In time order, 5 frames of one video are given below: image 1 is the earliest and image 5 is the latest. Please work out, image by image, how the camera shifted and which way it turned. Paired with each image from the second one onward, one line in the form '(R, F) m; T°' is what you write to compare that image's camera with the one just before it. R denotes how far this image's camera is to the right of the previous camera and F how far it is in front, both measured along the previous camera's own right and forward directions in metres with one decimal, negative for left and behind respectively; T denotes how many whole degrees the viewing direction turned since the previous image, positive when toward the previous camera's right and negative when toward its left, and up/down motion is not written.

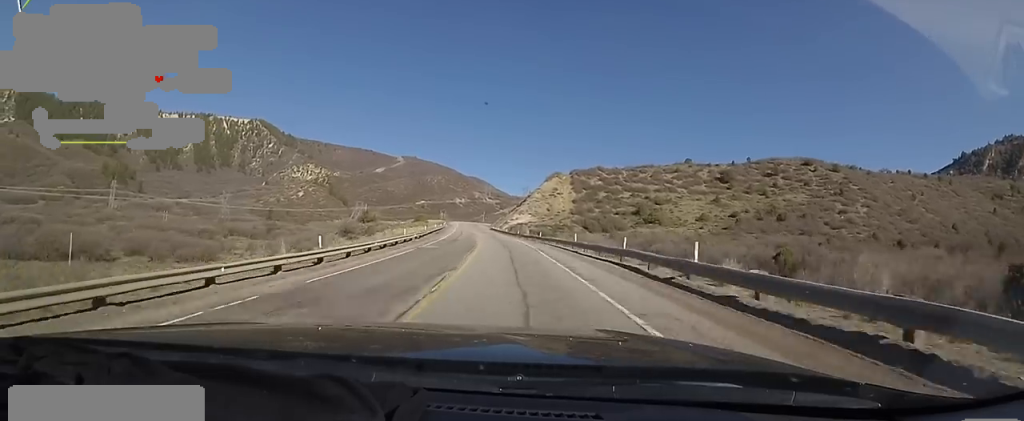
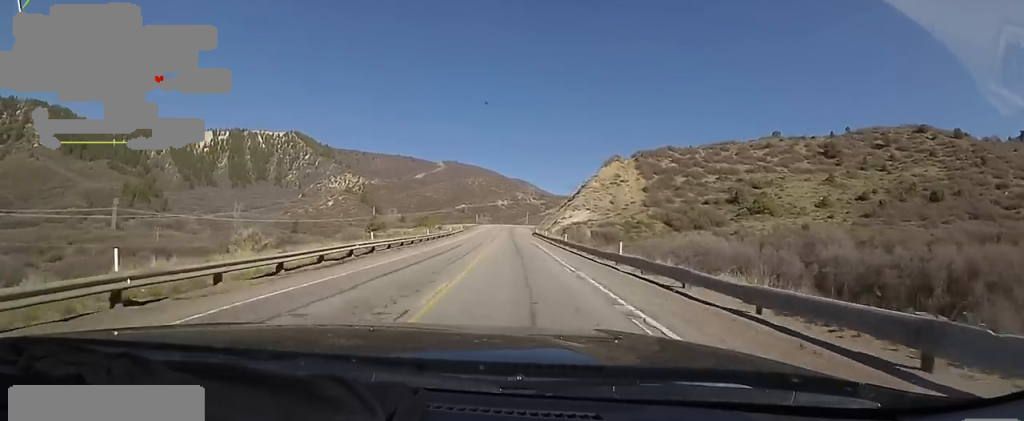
(-3.4, +49.6) m; -6°
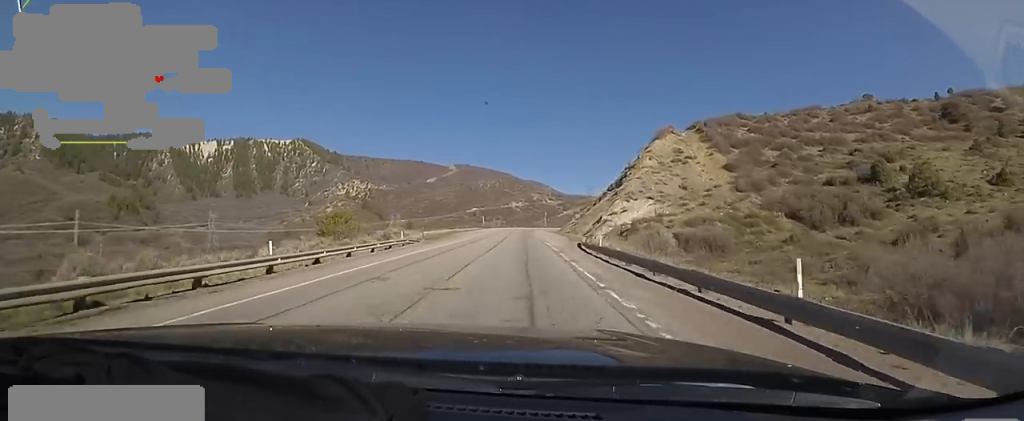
(-1.8, +50.2) m; -2°
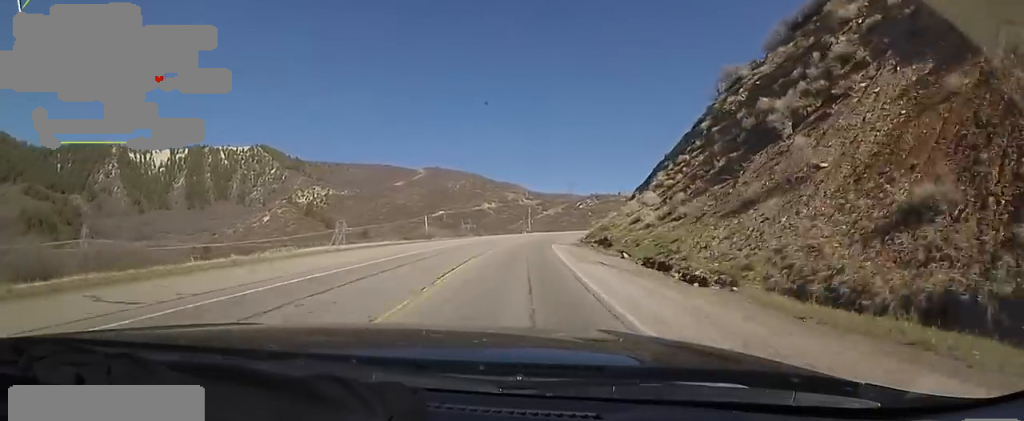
(+1.6, +86.6) m; +2°
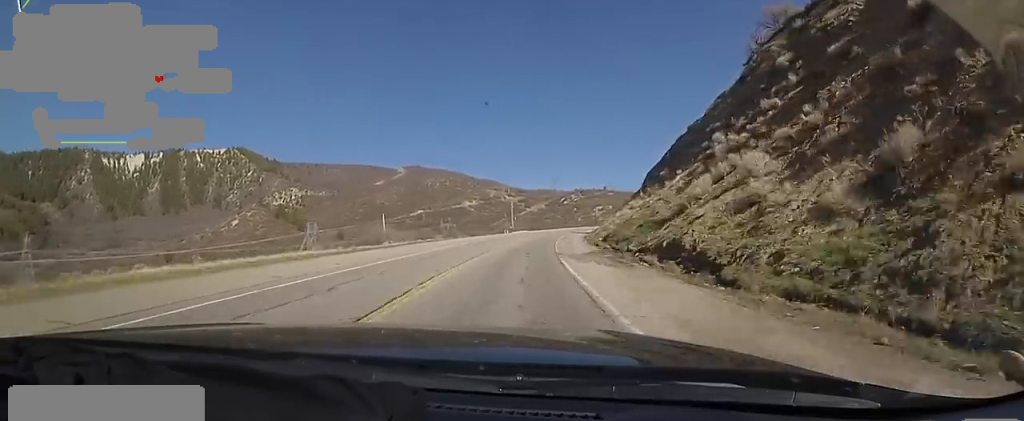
(+0.9, +23.4) m; +2°
